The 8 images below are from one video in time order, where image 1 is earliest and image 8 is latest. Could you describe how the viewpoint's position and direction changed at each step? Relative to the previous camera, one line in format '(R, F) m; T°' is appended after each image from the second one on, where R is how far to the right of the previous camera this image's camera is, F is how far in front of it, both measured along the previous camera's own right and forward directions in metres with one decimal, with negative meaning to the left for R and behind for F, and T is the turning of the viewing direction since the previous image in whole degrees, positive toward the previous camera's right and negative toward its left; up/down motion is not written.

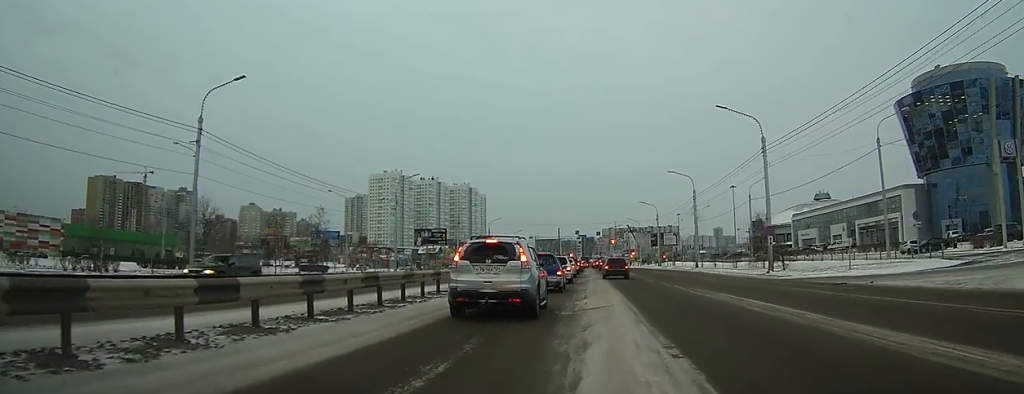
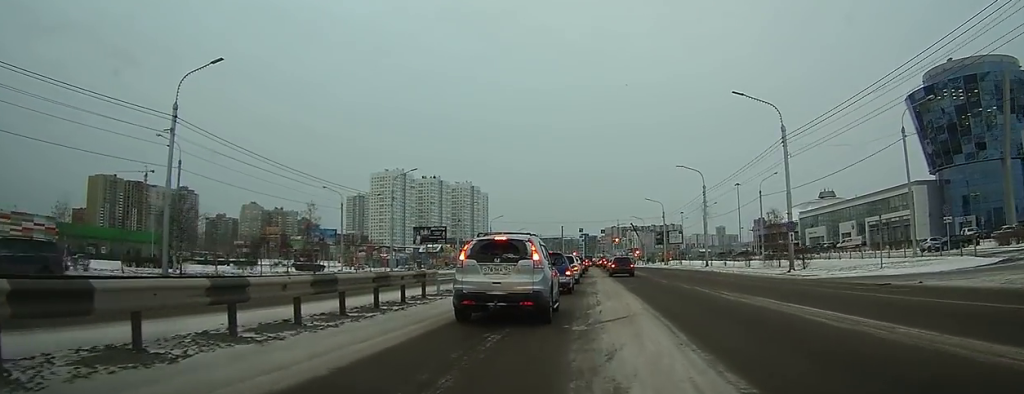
(0.0, +3.1) m; -1°
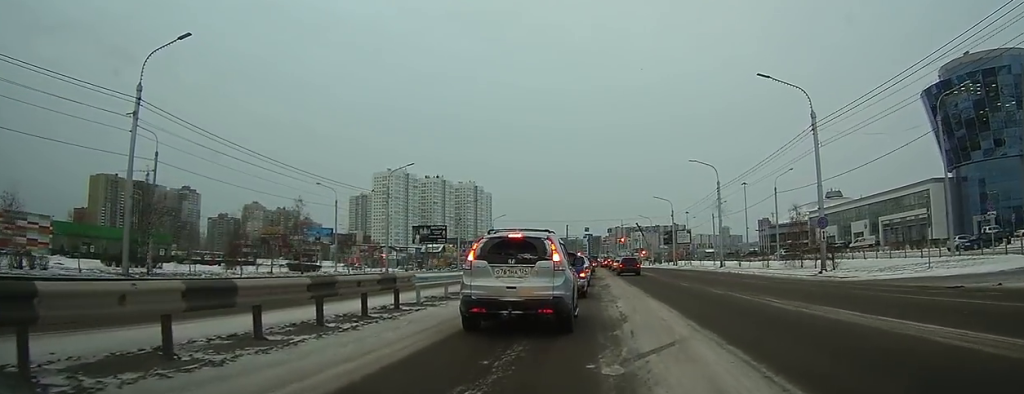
(0.0, +4.0) m; 0°
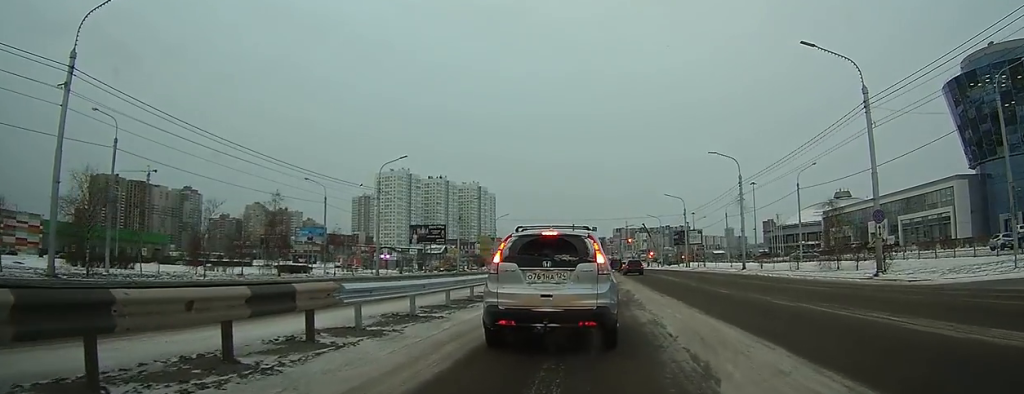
(+0.1, +6.2) m; +2°
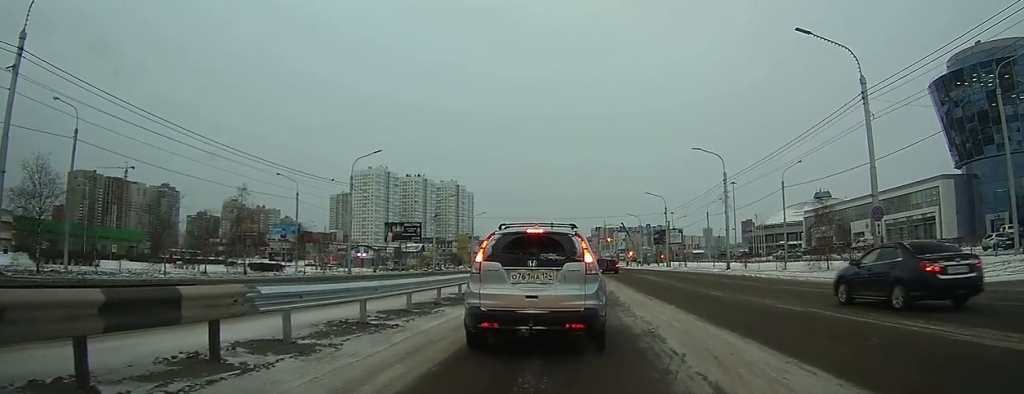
(0.0, +2.1) m; +2°
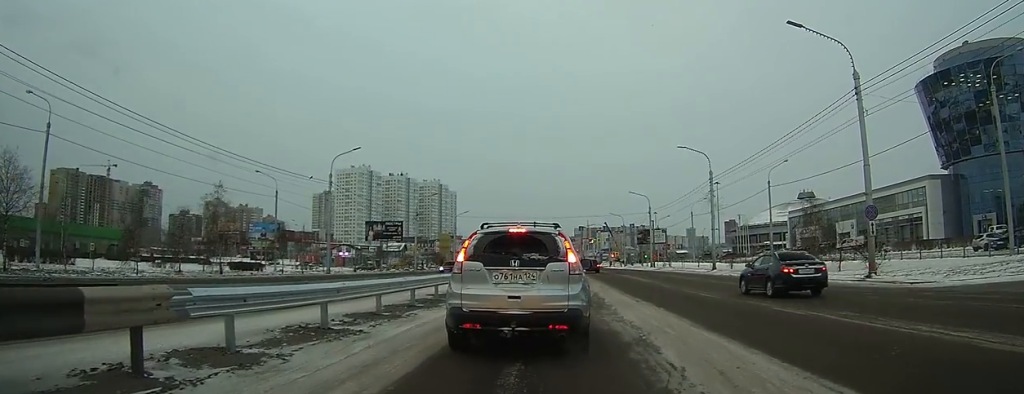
(0.0, +1.0) m; +3°
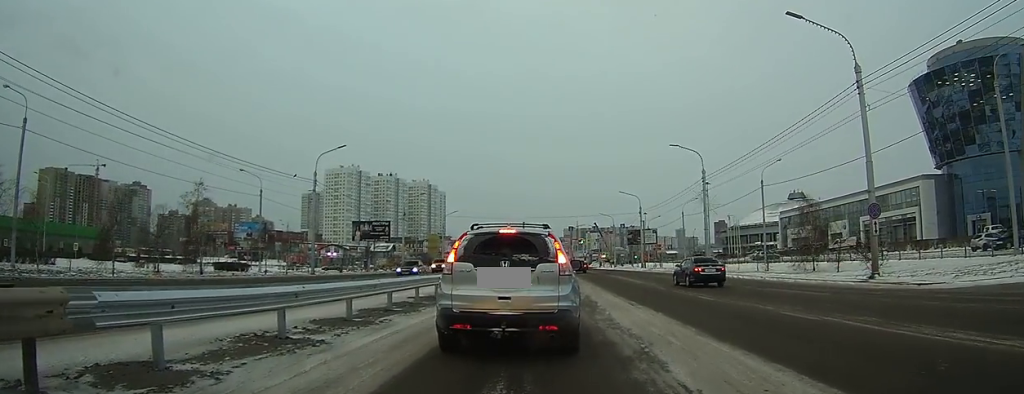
(+0.1, +1.3) m; +3°
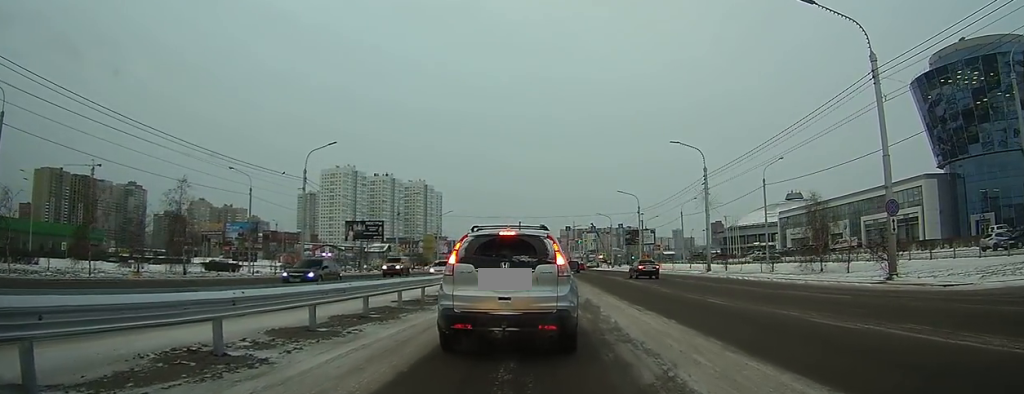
(0.0, +1.8) m; +1°
